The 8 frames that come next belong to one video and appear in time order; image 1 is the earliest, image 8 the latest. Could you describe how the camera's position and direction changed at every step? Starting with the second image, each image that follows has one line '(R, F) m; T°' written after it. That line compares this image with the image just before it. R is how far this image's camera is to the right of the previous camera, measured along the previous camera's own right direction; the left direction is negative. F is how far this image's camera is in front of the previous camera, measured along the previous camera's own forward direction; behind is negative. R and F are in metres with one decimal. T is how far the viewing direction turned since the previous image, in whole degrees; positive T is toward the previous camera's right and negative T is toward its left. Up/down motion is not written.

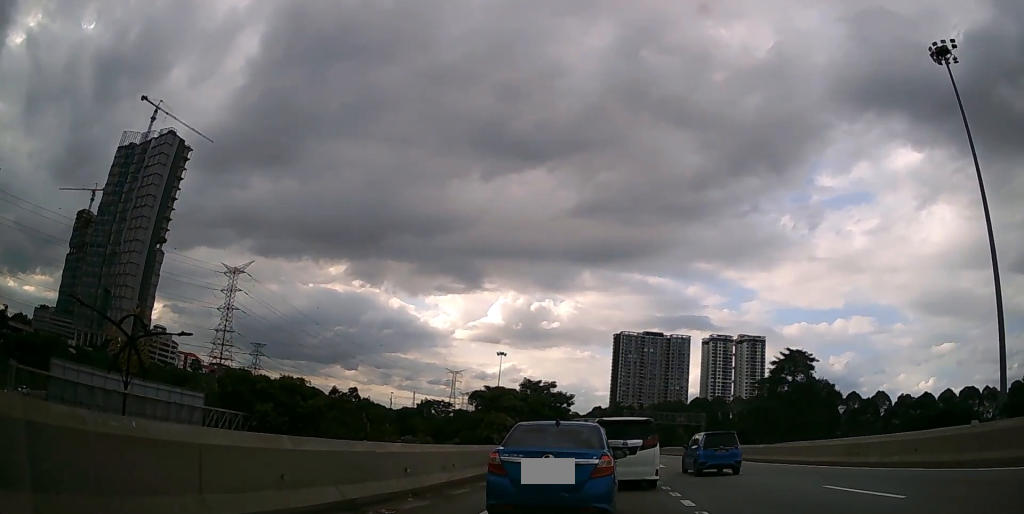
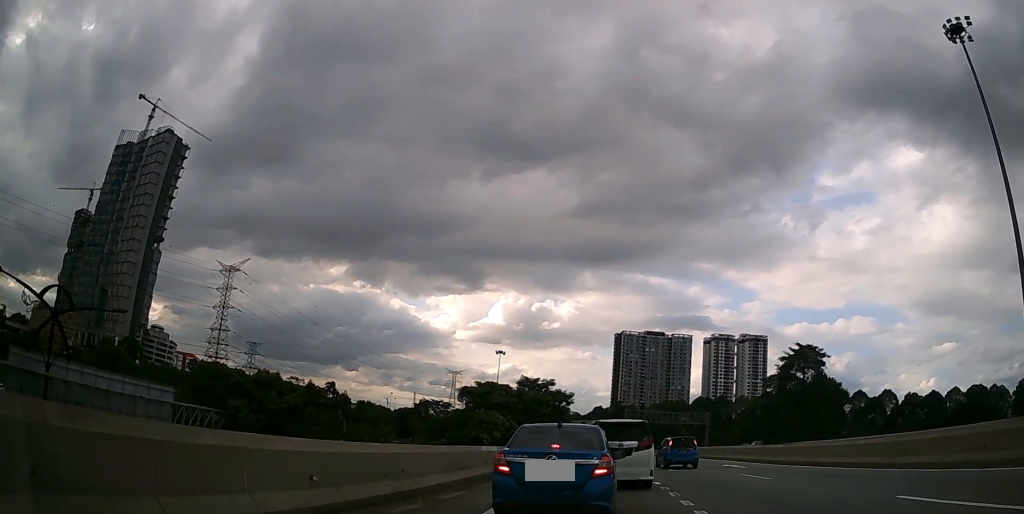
(0.0, +3.8) m; 0°
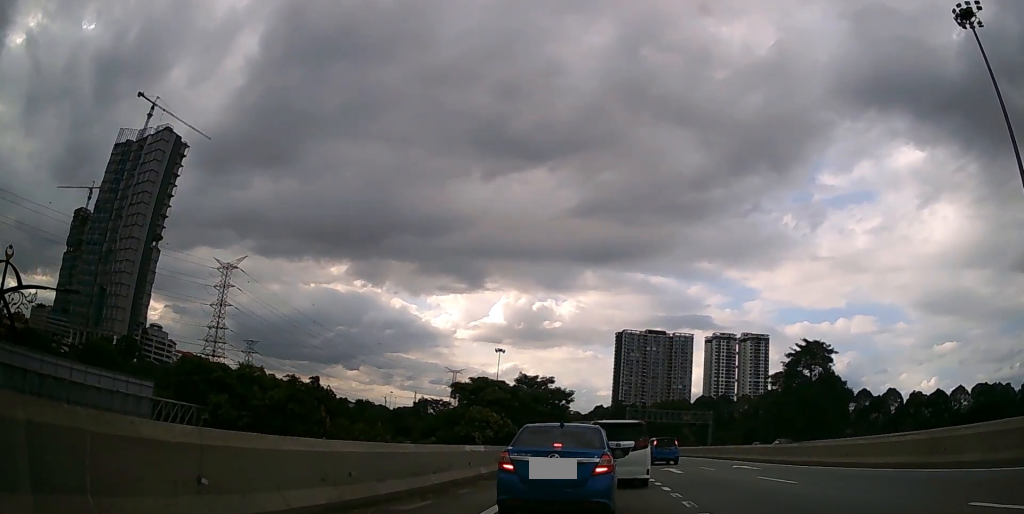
(+0.1, +2.4) m; 0°
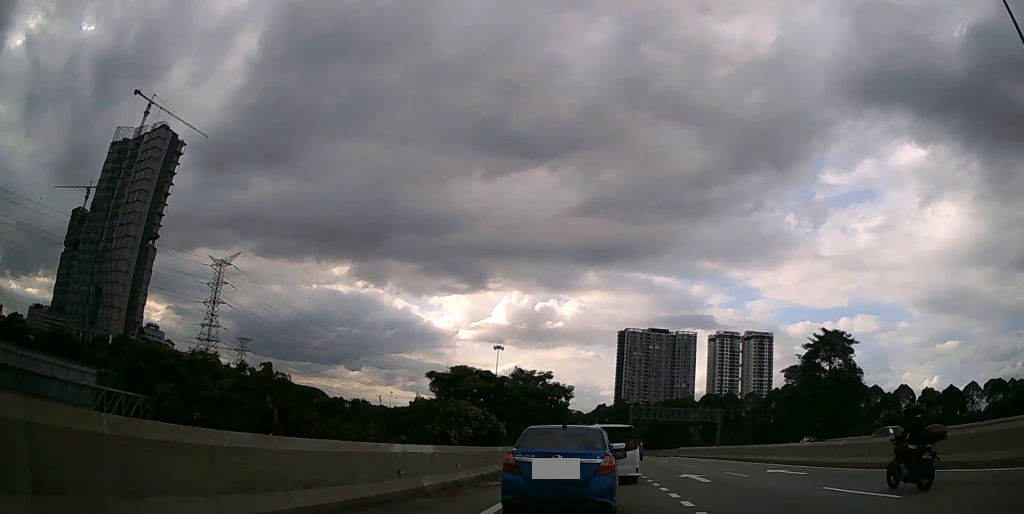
(-0.1, +5.8) m; -1°
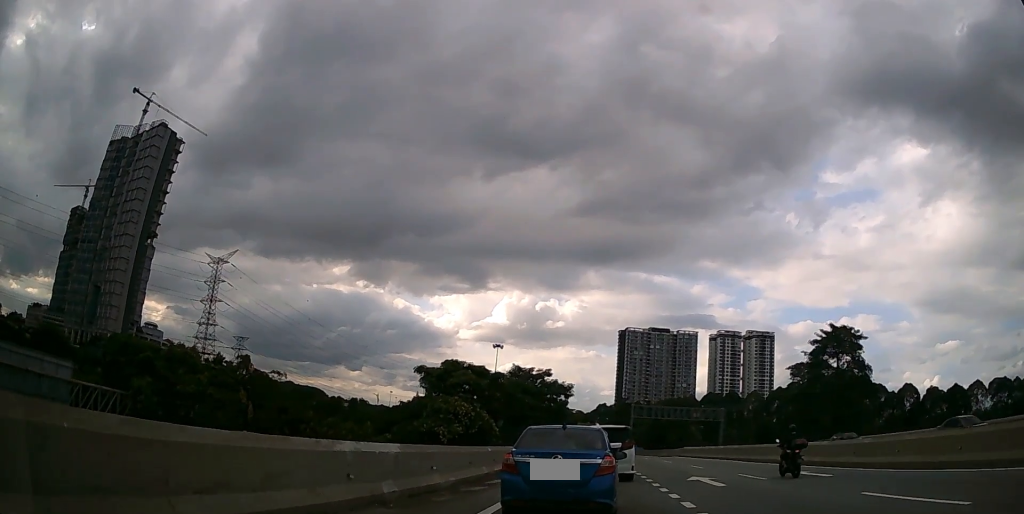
(0.0, +2.2) m; 0°
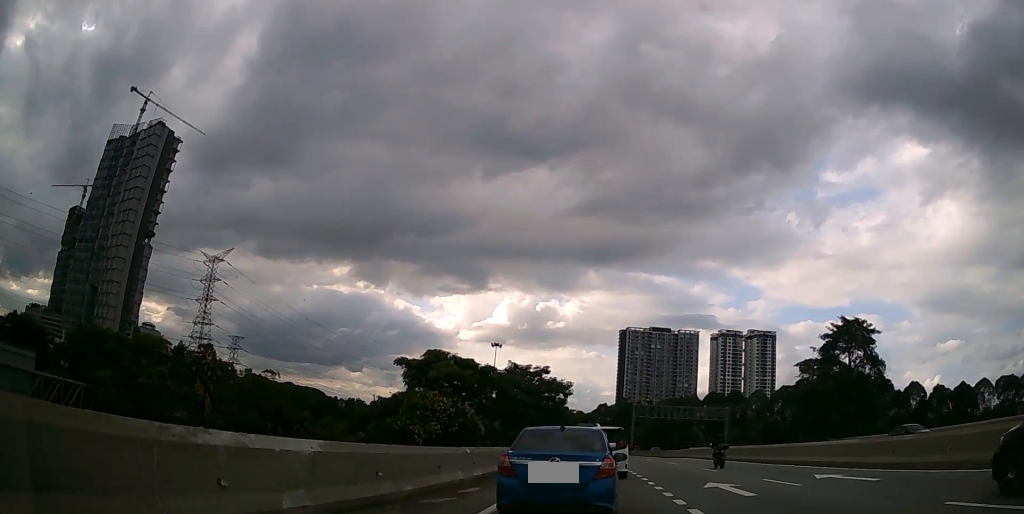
(0.0, +3.1) m; 0°
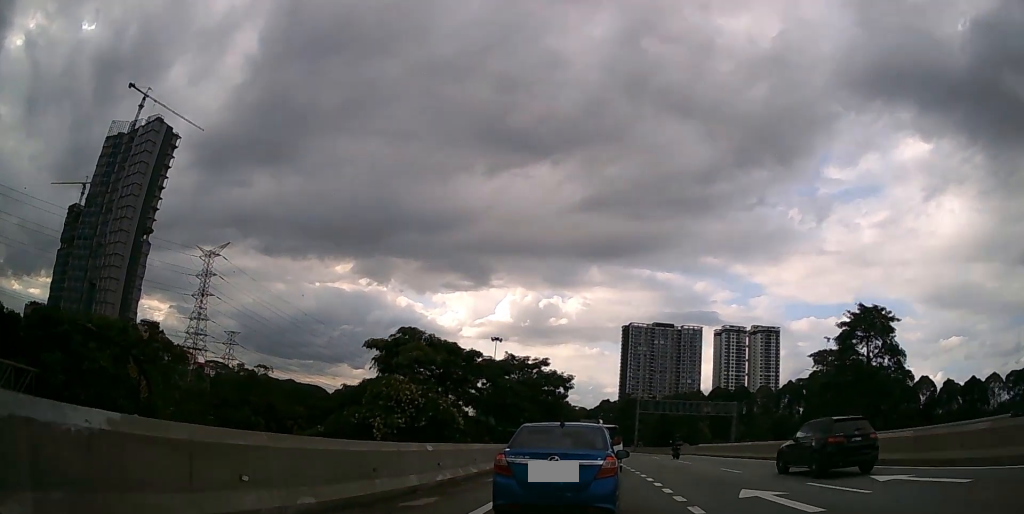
(0.0, +3.9) m; -1°
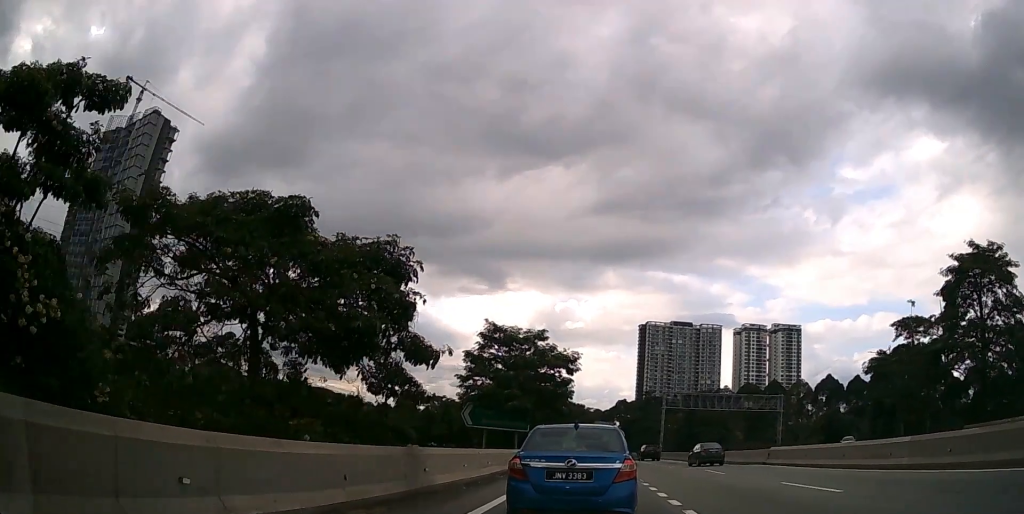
(-0.2, +17.9) m; -1°
